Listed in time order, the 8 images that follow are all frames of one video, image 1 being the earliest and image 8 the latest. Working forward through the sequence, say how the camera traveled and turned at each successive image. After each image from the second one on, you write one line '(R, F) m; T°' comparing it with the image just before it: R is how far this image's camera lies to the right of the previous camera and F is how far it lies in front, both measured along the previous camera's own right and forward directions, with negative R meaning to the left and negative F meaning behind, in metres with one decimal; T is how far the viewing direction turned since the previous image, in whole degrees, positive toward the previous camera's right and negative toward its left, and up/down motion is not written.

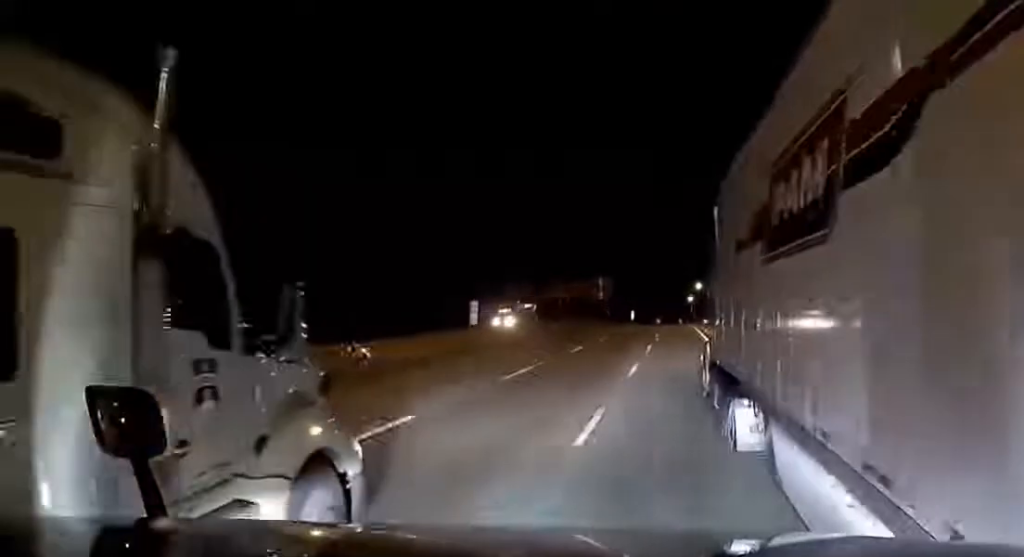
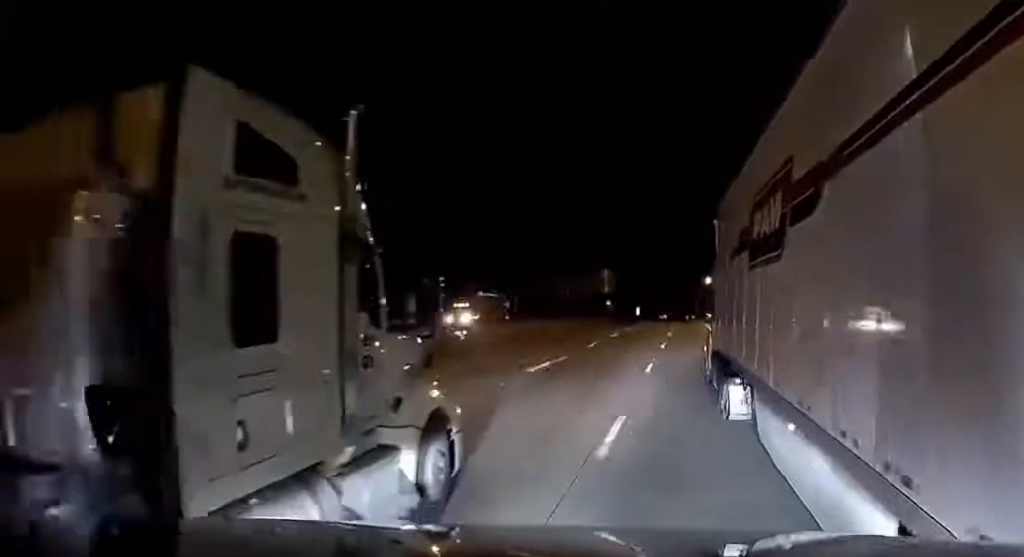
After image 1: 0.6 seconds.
(0.0, +13.1) m; +1°
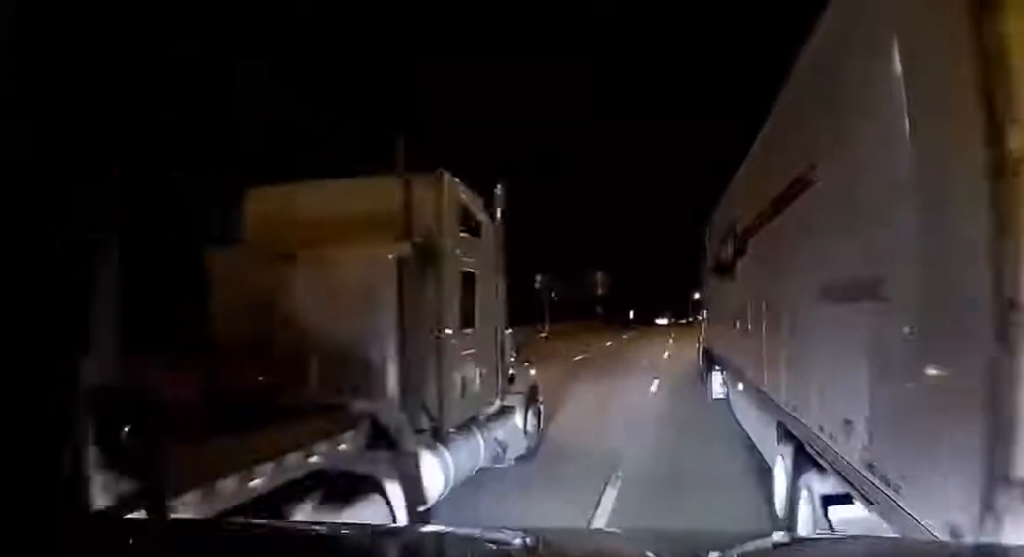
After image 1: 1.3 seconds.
(+0.1, +16.0) m; +1°
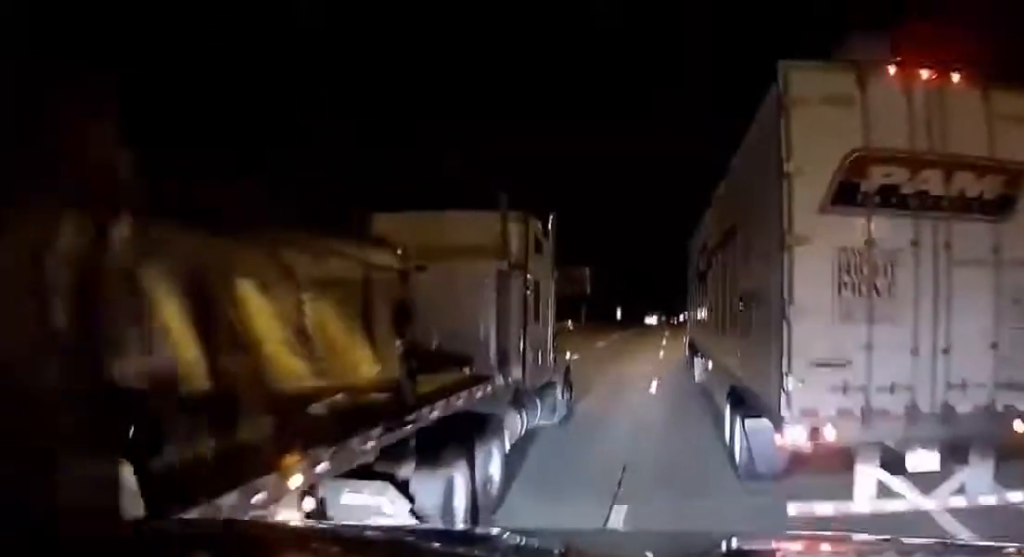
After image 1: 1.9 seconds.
(+0.3, +13.5) m; +1°
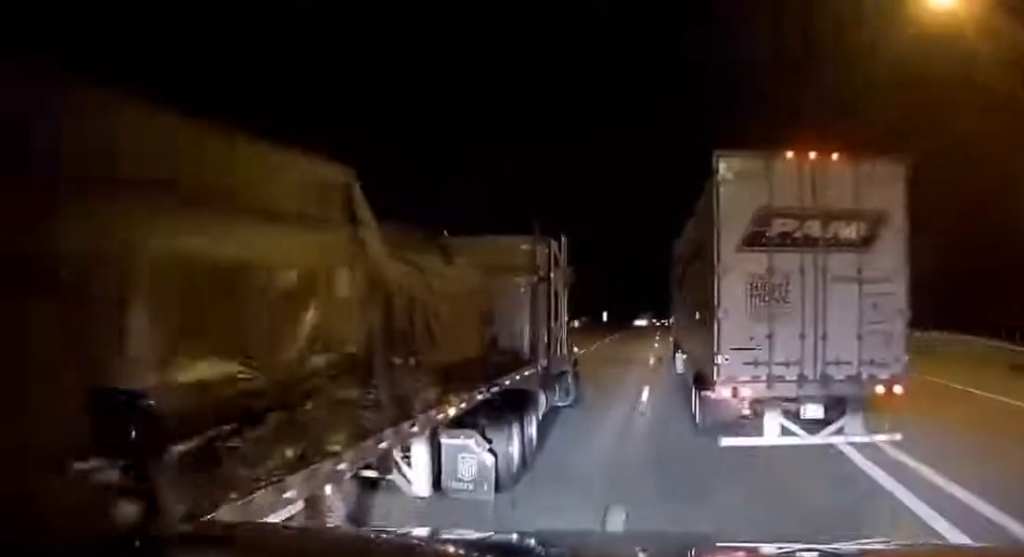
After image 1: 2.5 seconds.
(+0.1, +13.4) m; 0°
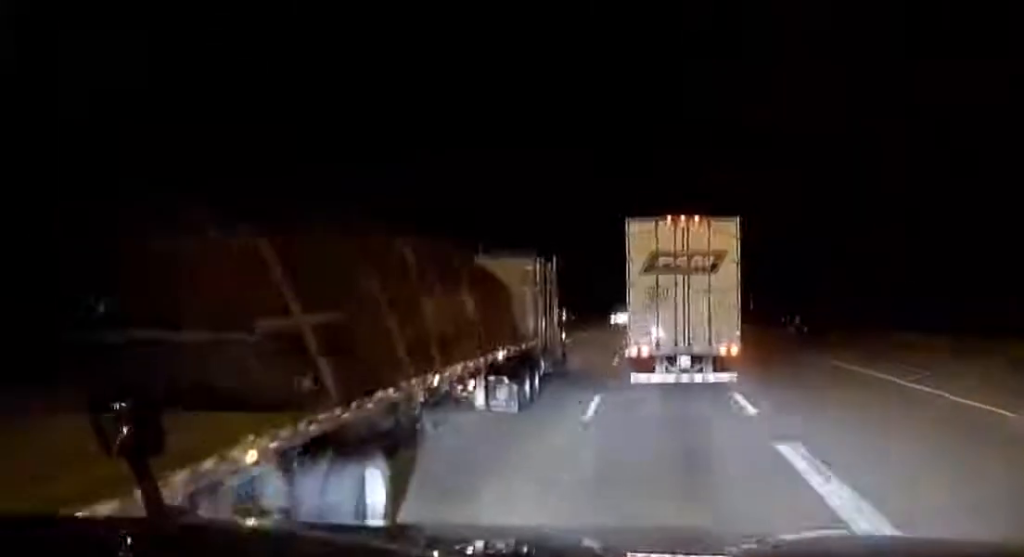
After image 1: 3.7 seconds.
(0.0, +28.1) m; 0°
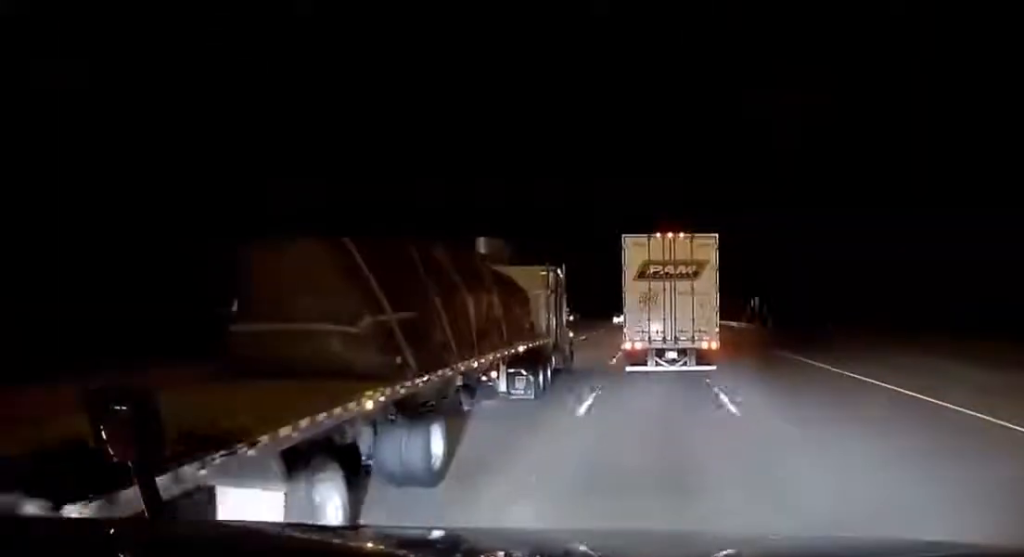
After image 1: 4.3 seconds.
(0.0, +11.8) m; 0°
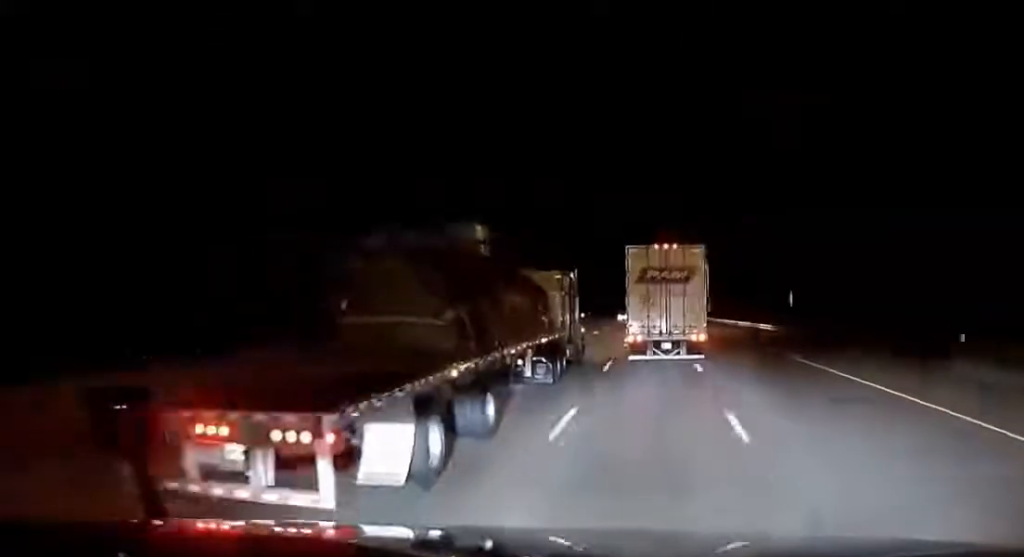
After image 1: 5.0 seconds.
(0.0, +15.5) m; 0°
